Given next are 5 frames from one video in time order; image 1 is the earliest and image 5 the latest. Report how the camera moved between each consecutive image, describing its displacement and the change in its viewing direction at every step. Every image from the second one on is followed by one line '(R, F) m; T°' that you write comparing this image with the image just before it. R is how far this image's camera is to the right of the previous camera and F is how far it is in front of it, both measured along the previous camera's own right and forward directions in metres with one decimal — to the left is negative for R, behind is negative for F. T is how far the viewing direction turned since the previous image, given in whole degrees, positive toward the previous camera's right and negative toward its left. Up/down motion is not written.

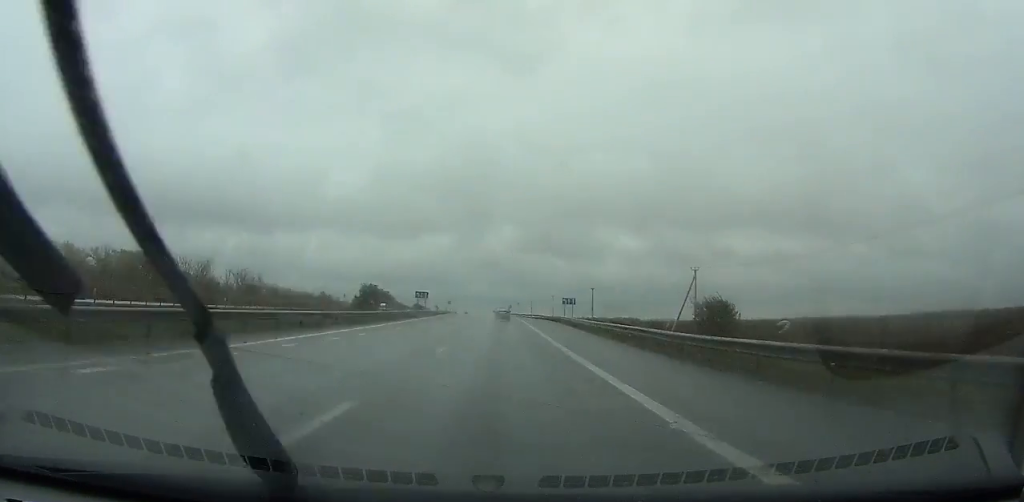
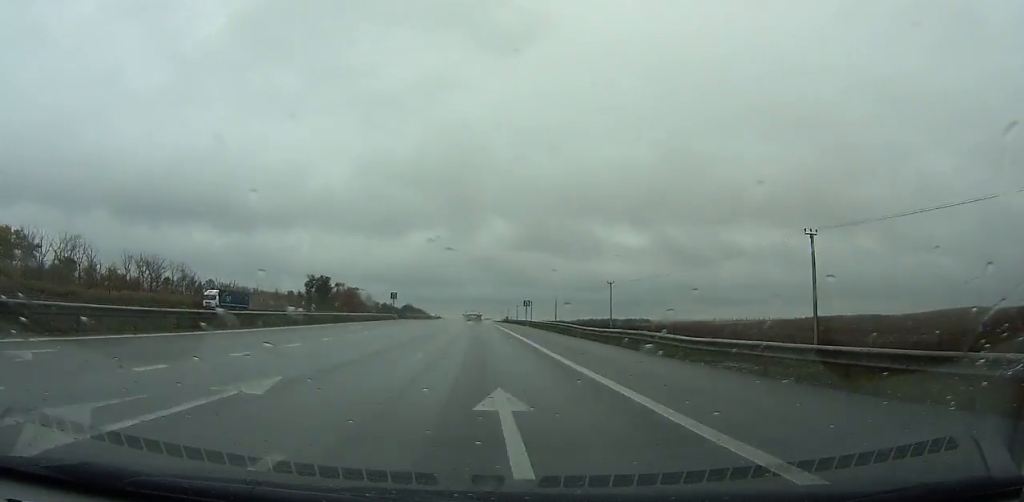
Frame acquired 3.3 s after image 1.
(+0.1, +98.0) m; -1°
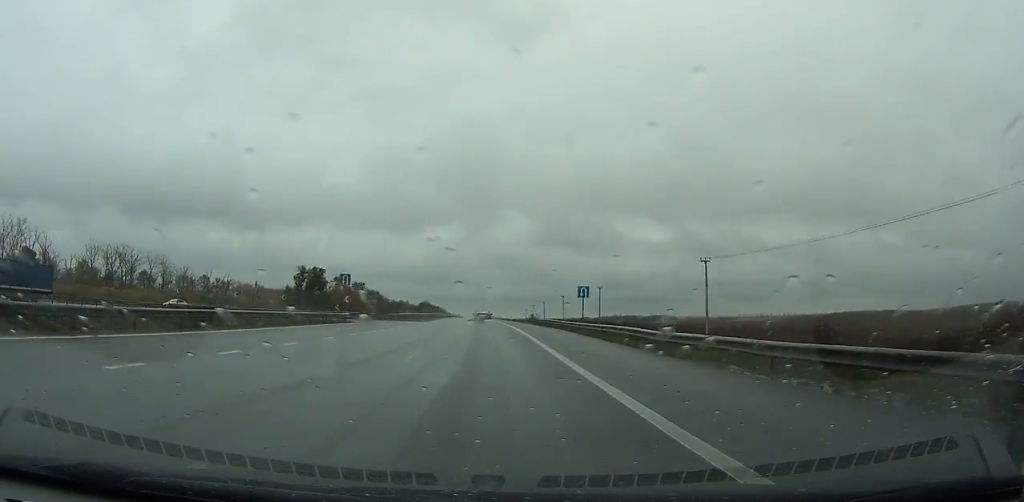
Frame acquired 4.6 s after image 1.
(-0.2, +37.9) m; -1°
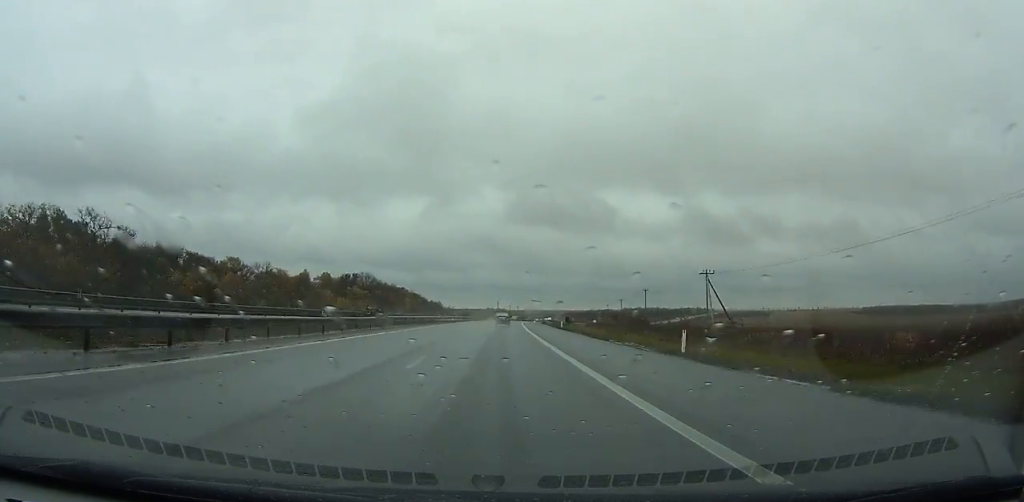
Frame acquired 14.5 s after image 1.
(-10.9, +288.3) m; 0°
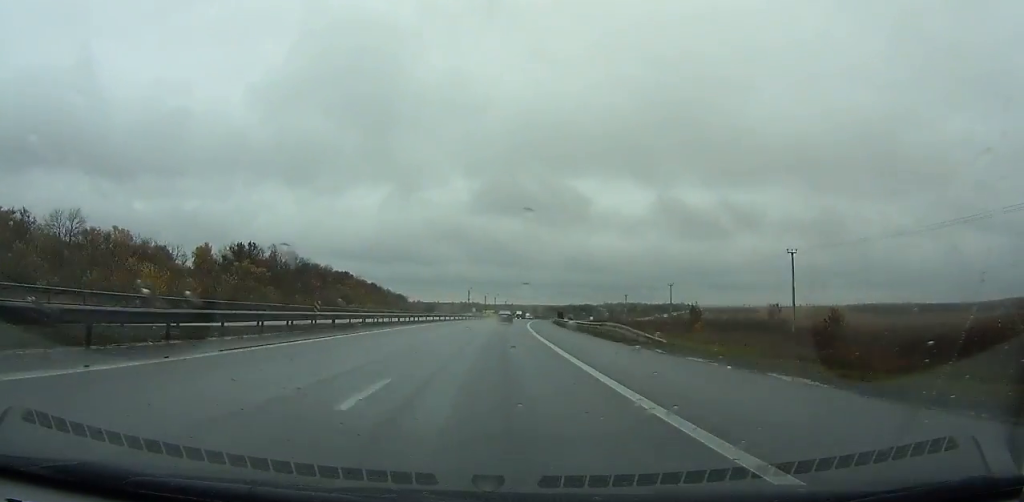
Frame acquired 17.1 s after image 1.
(+1.9, +77.3) m; +3°
